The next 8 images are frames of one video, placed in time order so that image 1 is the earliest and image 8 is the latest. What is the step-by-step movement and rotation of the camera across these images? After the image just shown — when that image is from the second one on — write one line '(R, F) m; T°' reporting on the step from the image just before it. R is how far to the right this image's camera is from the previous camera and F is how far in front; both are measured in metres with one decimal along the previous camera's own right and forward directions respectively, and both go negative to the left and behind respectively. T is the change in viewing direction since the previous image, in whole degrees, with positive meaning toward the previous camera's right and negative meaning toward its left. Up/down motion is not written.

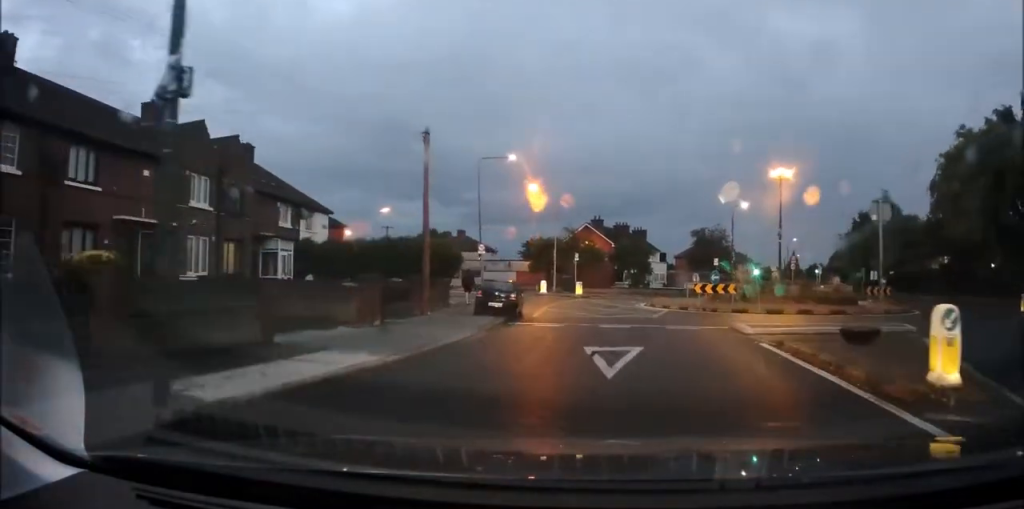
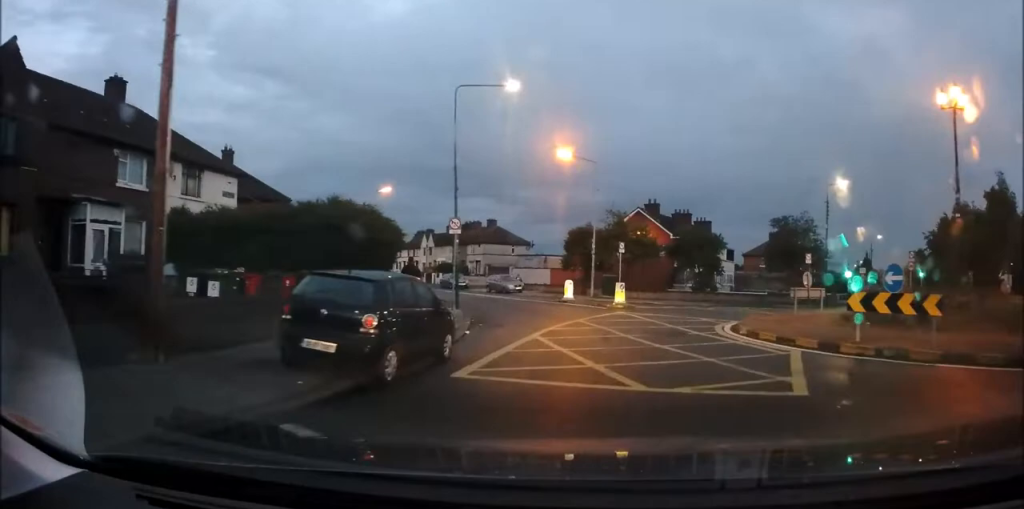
(-1.1, +14.3) m; -7°
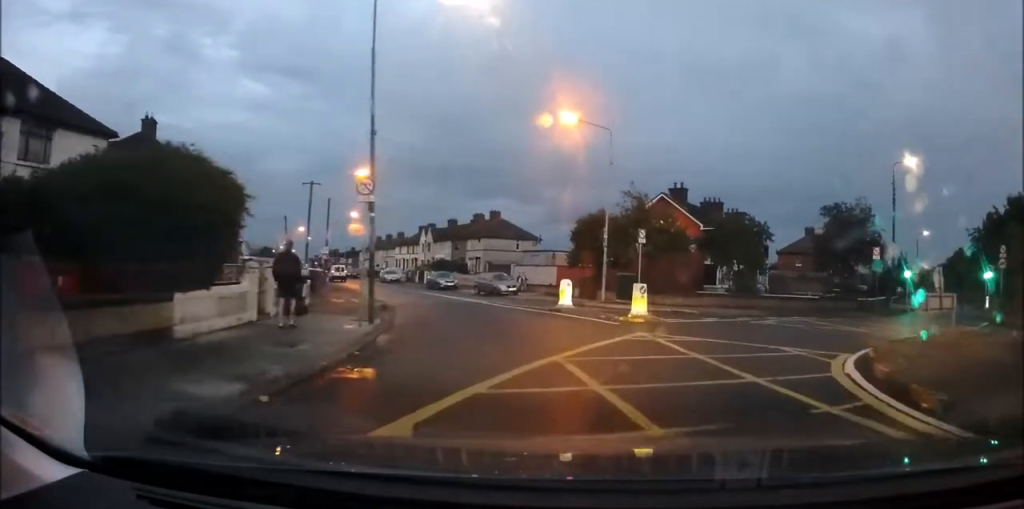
(-0.1, +8.8) m; +6°
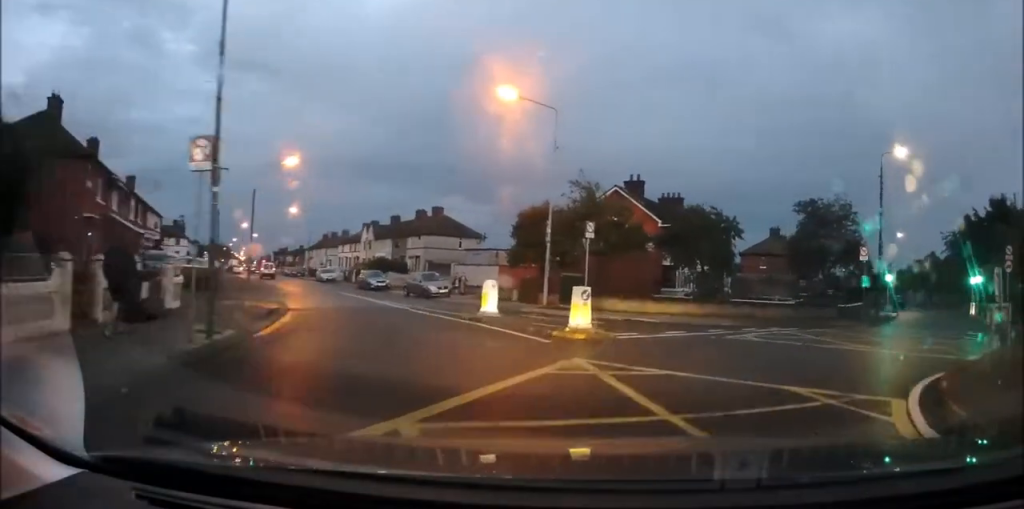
(+0.1, +4.1) m; +8°
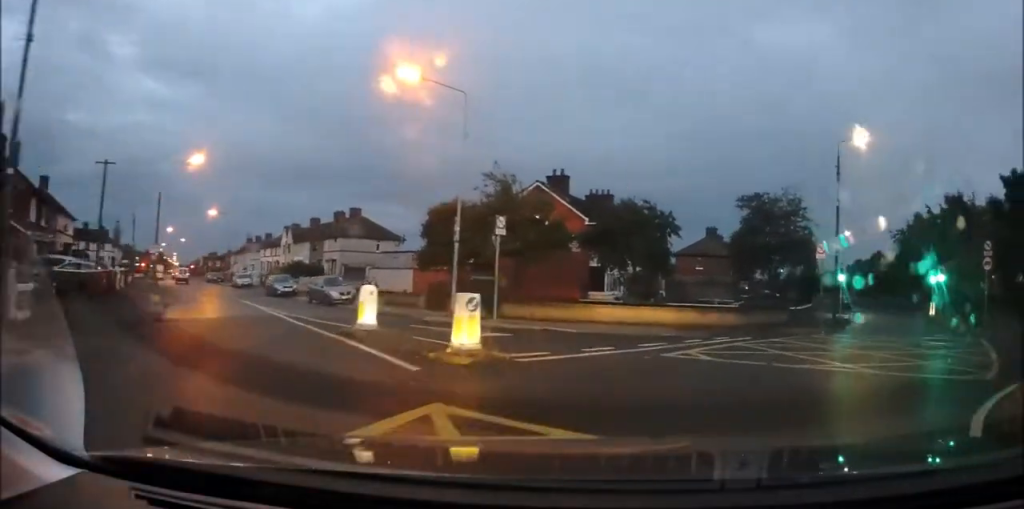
(+0.3, +3.3) m; +8°
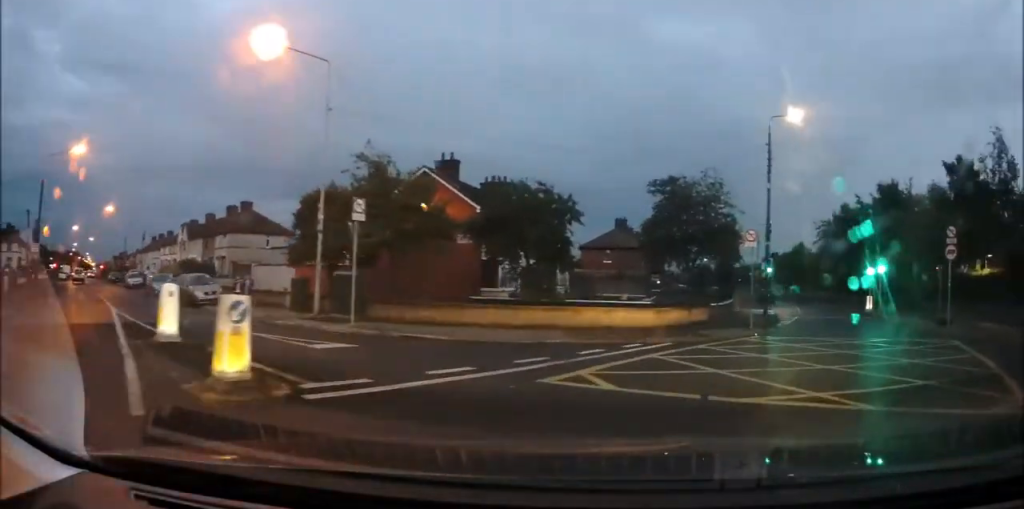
(+0.3, +3.7) m; +9°
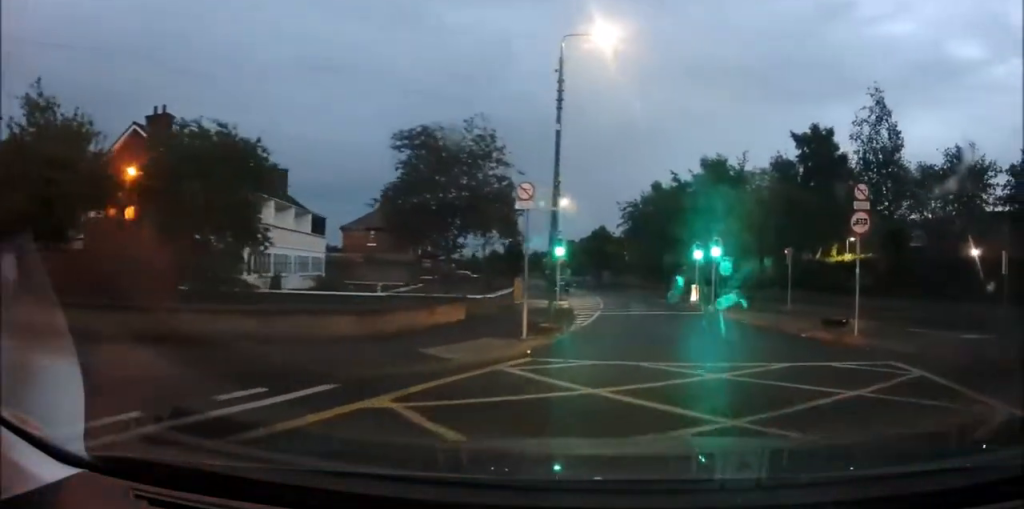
(+1.2, +8.1) m; +11°
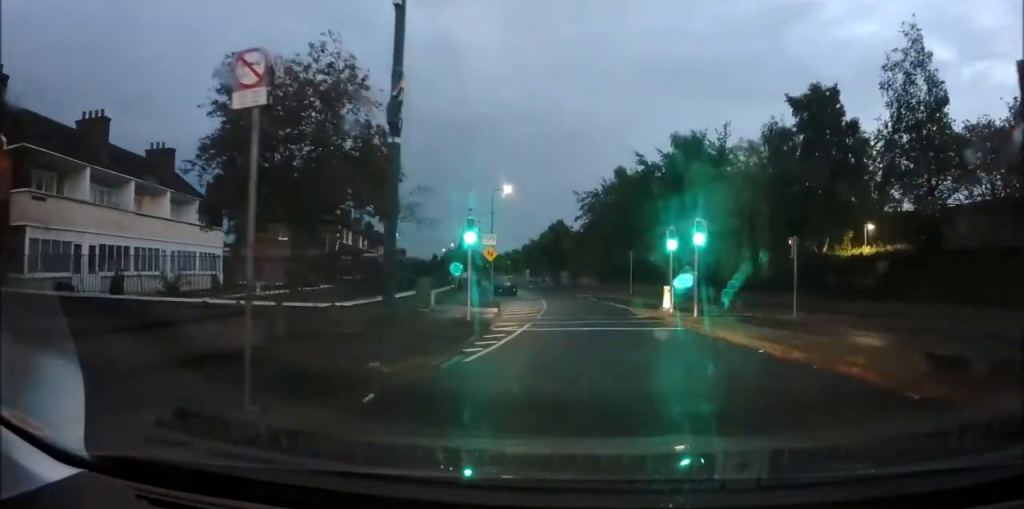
(+0.2, +8.9) m; -2°
